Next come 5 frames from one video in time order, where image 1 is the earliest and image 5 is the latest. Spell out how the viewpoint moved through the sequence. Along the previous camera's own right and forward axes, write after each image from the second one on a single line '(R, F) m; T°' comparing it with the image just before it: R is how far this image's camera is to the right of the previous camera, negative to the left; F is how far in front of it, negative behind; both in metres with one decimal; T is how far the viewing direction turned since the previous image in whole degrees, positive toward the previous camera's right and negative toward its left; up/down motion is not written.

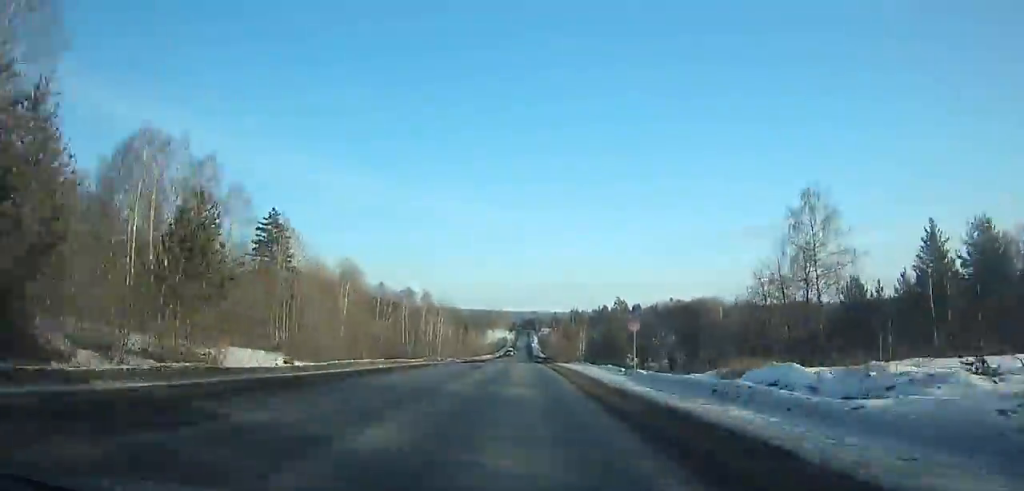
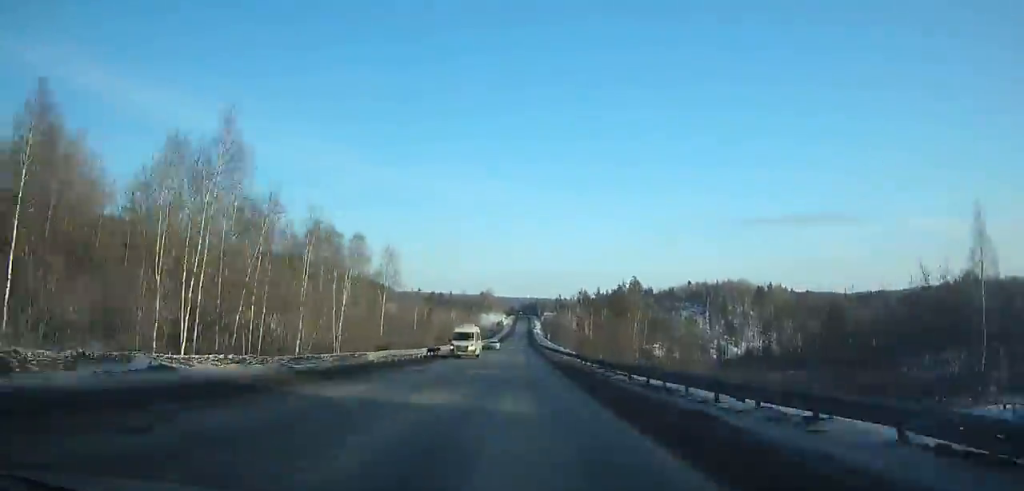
(+0.3, +70.6) m; +1°
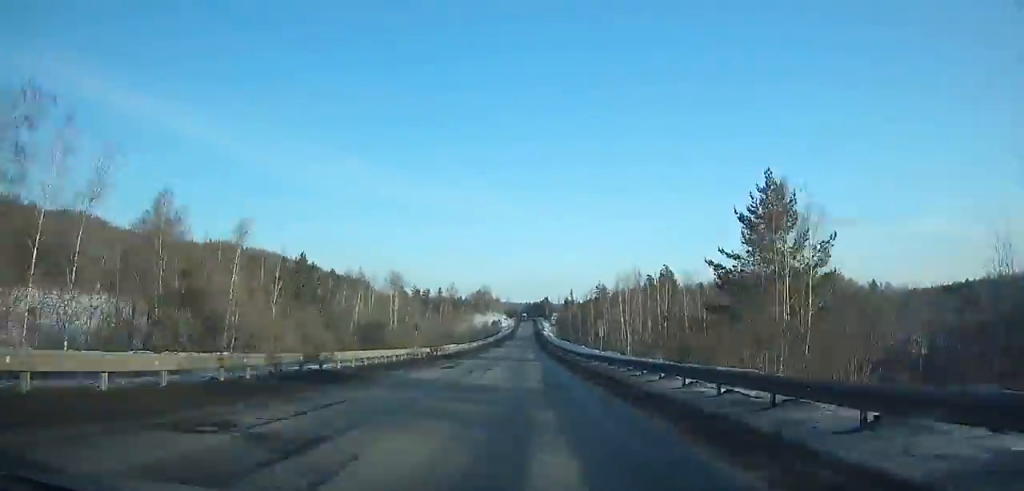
(+0.6, +83.8) m; 0°
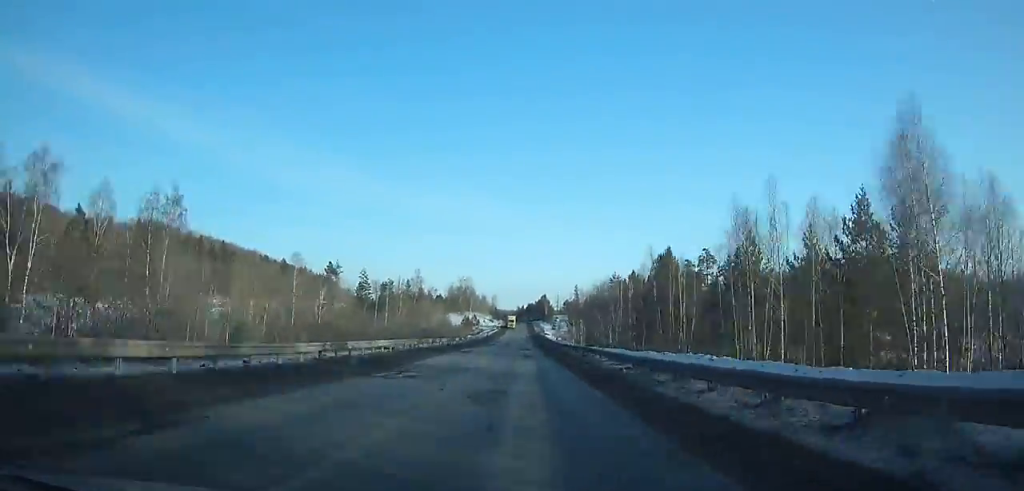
(+0.1, +86.6) m; 0°
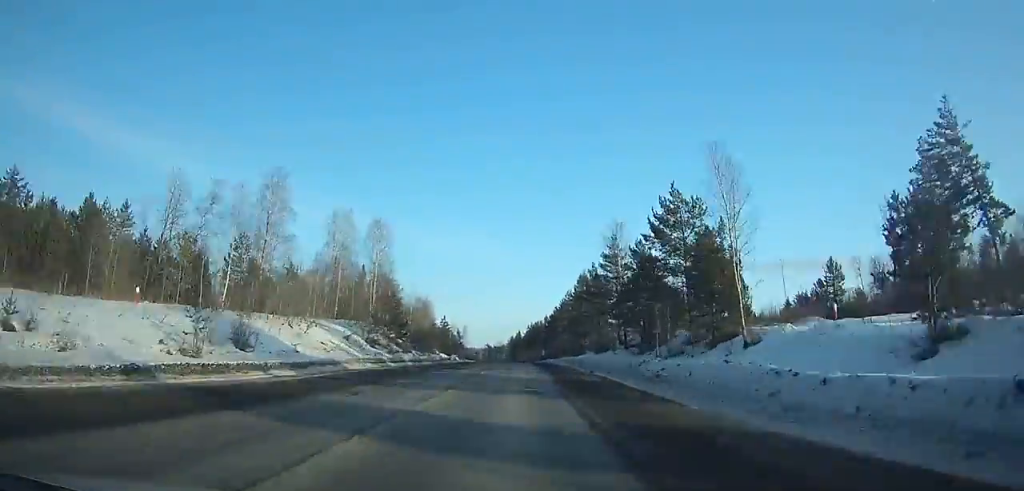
(+0.4, +228.5) m; 0°
